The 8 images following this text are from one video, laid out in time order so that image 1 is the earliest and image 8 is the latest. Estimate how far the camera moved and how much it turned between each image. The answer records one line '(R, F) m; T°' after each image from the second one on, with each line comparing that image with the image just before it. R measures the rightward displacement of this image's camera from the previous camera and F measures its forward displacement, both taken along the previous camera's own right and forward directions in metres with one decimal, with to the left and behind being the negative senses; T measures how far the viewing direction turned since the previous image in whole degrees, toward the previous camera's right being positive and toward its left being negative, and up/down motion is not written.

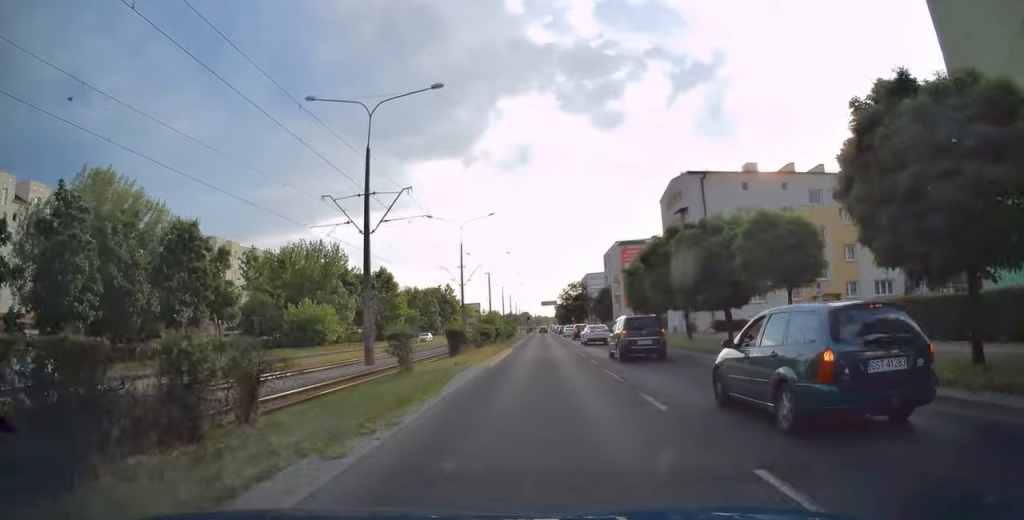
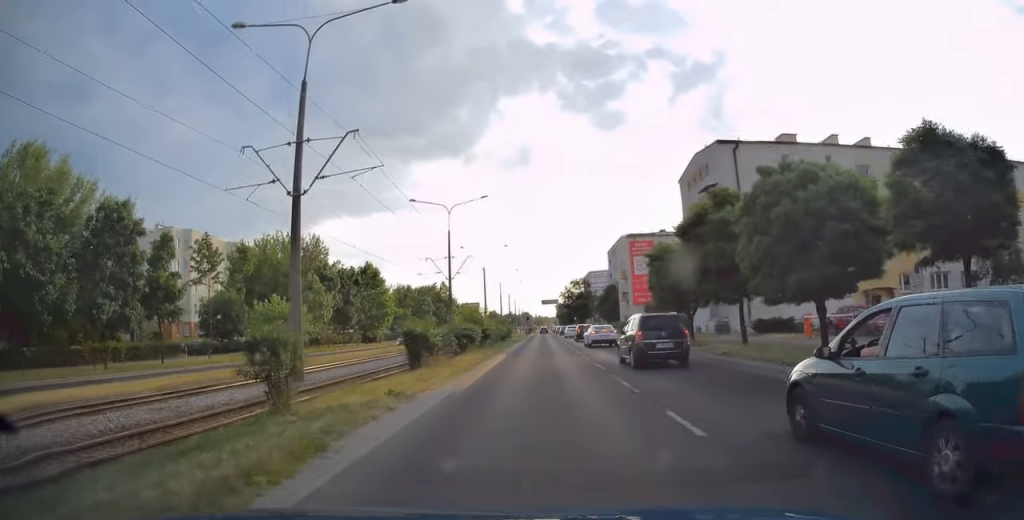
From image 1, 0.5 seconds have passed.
(0.0, +7.9) m; 0°
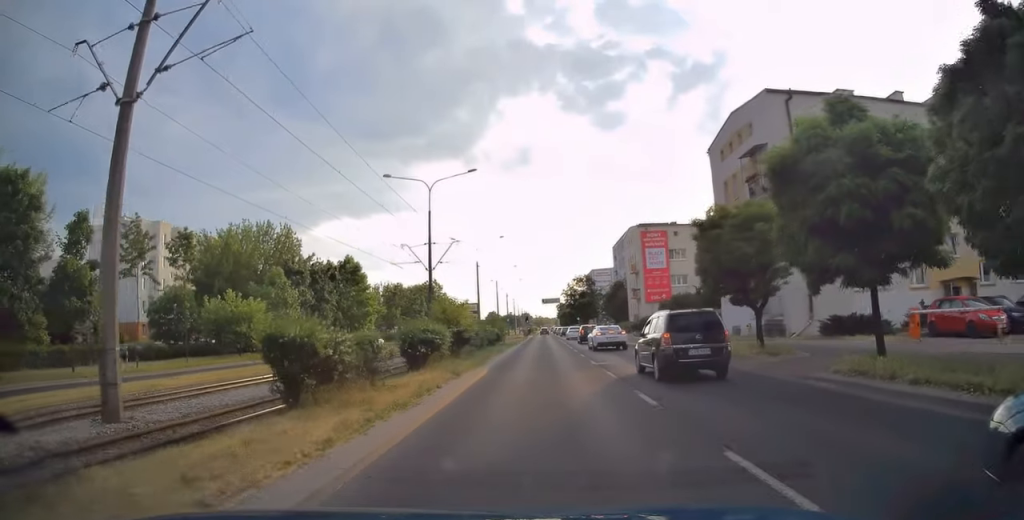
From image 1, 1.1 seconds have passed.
(0.0, +8.9) m; 0°
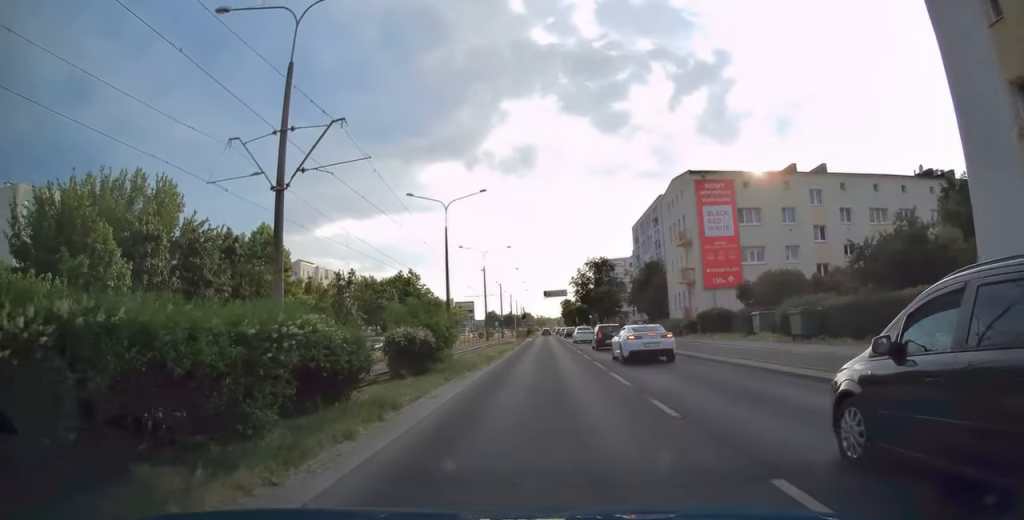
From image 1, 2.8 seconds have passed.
(0.0, +24.6) m; 0°
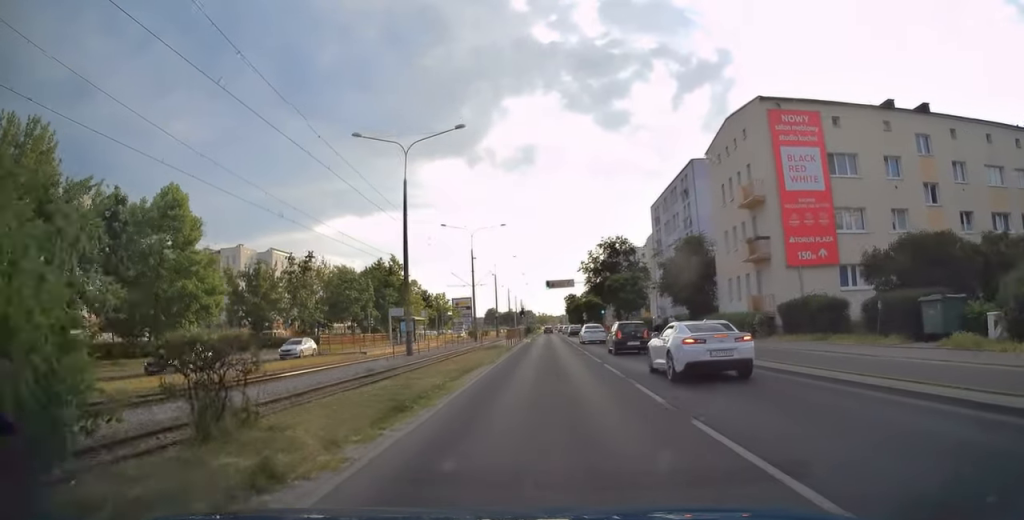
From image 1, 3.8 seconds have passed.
(0.0, +15.3) m; 0°
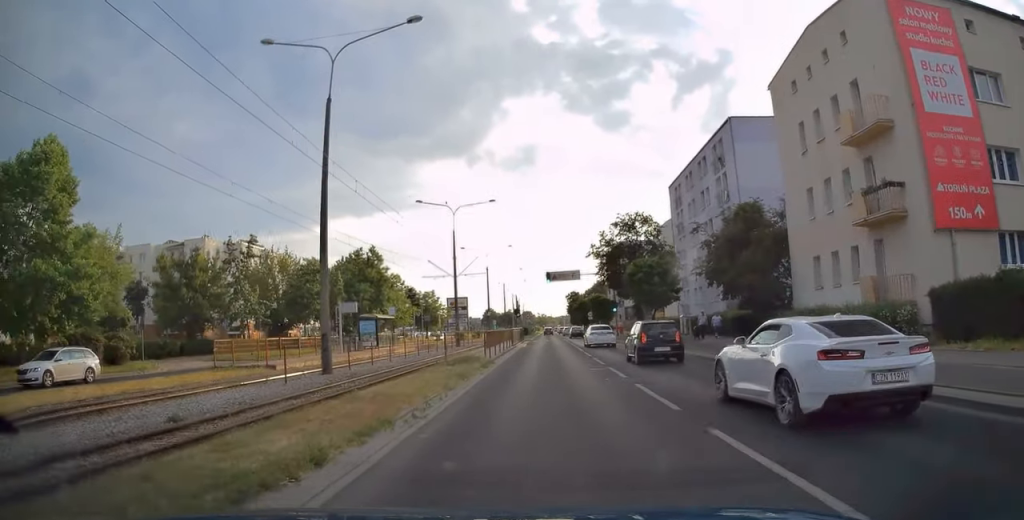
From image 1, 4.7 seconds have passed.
(0.0, +12.5) m; 0°
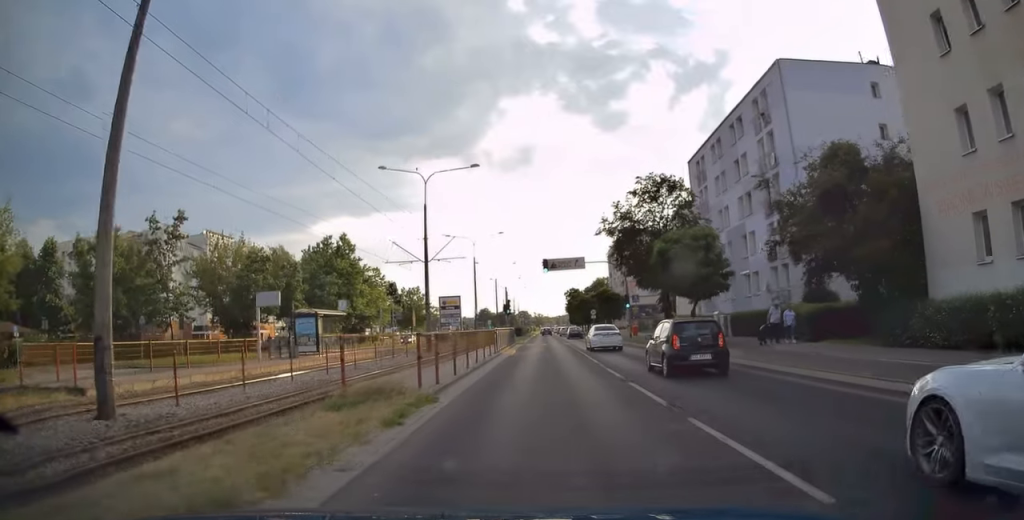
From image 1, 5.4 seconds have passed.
(0.0, +11.1) m; 0°
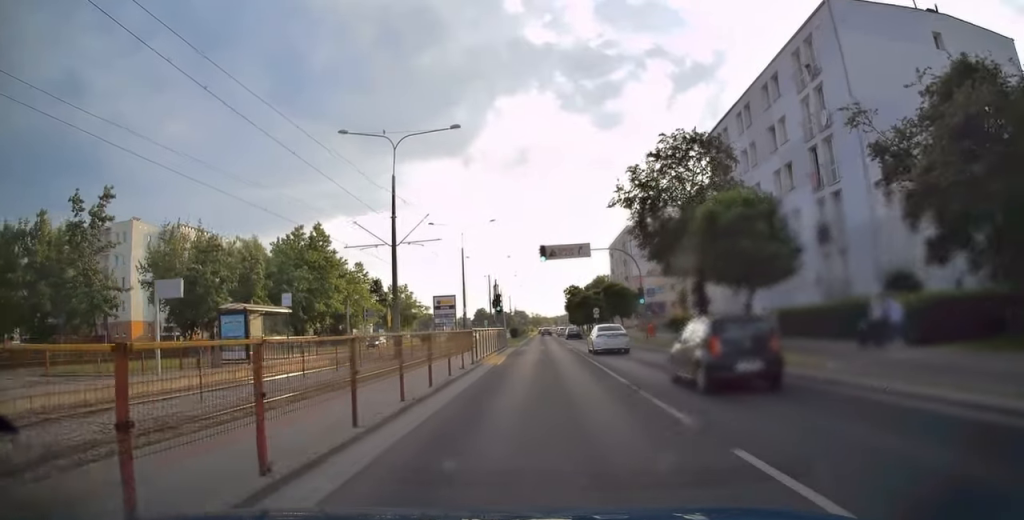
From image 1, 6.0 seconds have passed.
(0.0, +8.0) m; 0°
